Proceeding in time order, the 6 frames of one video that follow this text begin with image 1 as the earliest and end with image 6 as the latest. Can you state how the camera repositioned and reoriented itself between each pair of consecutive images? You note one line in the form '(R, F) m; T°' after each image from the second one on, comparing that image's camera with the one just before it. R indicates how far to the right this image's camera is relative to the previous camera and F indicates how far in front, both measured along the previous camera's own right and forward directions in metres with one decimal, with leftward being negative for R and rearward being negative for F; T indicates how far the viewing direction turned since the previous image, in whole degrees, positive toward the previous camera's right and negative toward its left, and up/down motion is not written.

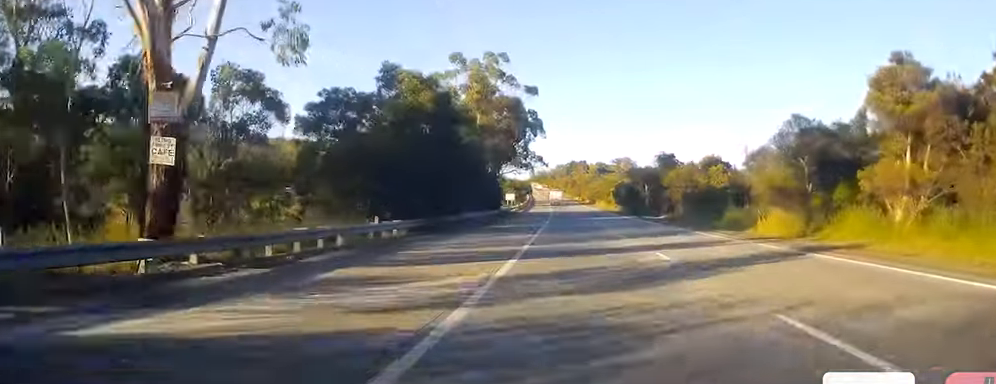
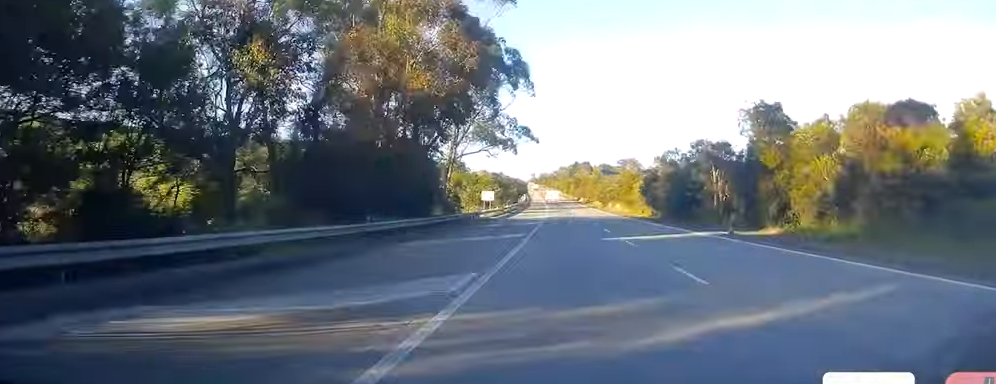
(+0.1, +40.5) m; +1°
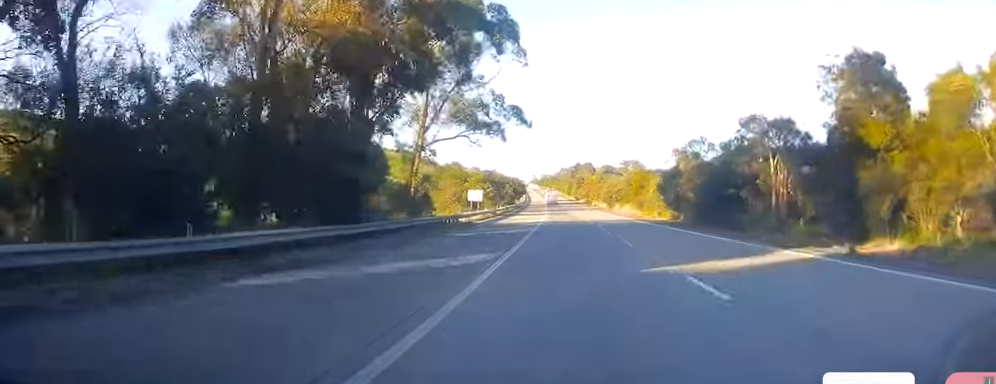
(+0.1, +13.8) m; 0°
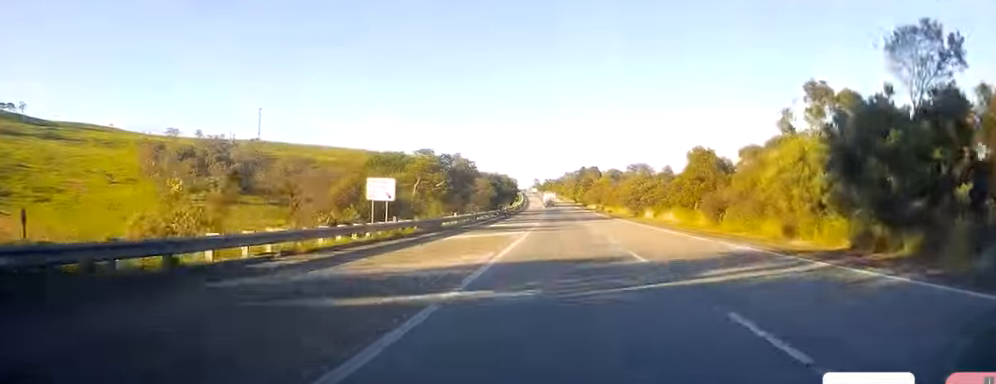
(+0.1, +40.4) m; 0°
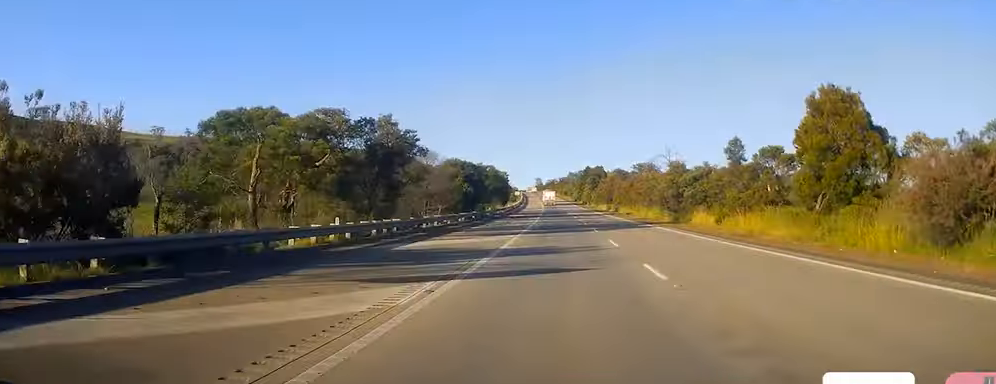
(-0.1, +28.6) m; -1°
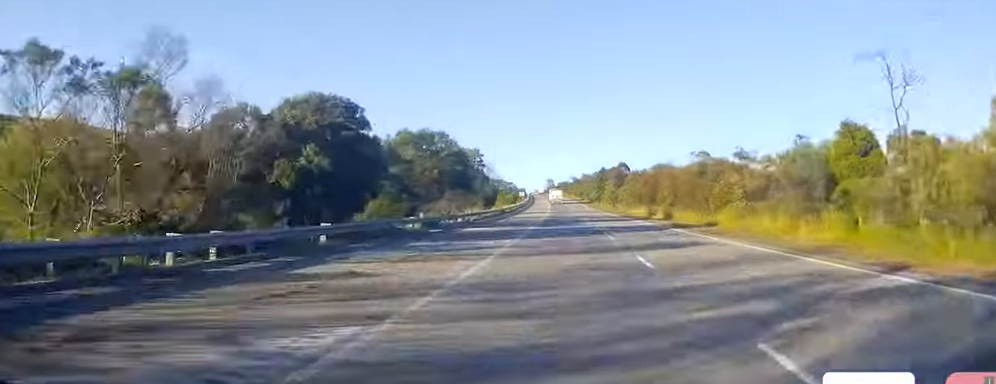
(-0.7, +45.8) m; -2°
